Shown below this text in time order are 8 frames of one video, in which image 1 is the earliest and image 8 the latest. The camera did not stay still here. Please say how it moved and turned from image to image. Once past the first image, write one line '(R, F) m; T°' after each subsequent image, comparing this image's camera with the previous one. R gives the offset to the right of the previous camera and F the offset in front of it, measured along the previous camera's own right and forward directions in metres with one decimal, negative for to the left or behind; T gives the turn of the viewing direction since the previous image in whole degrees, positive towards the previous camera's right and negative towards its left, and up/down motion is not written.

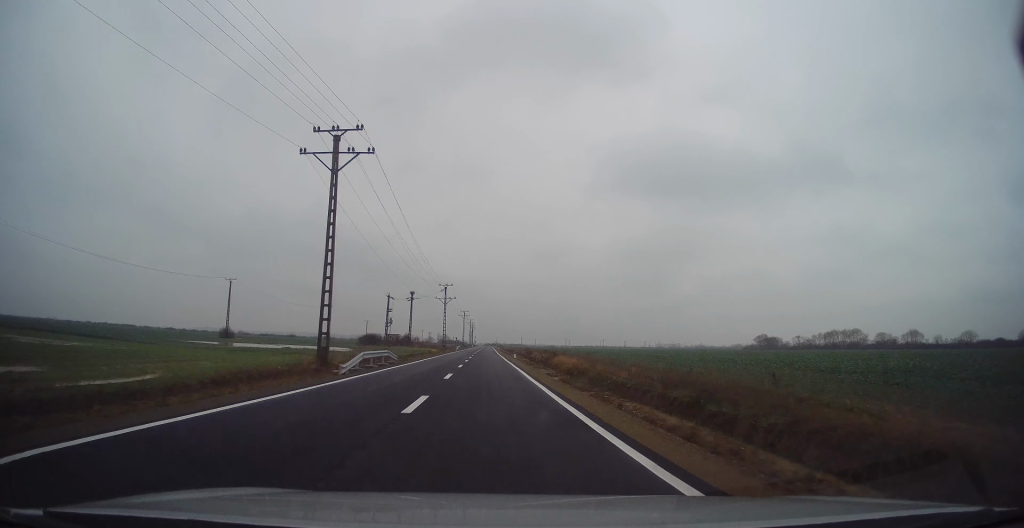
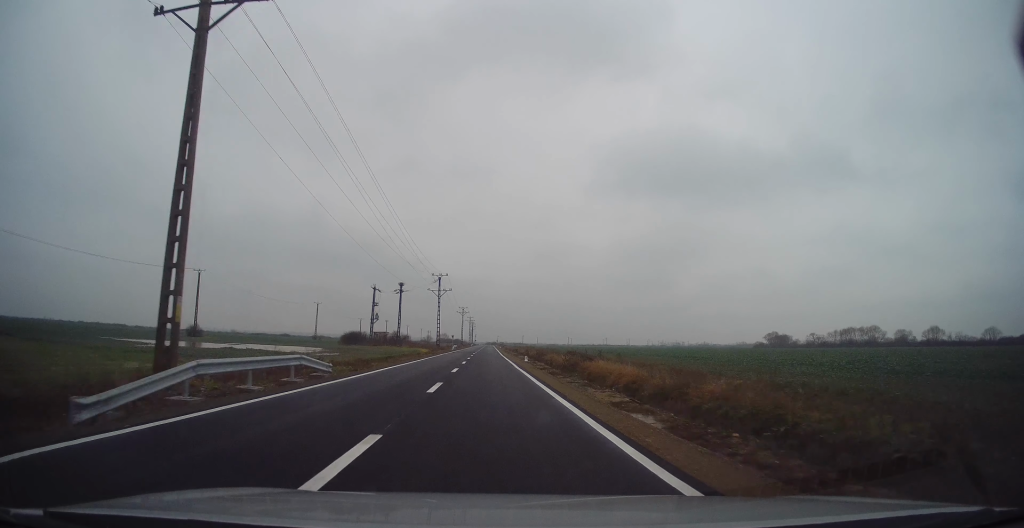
(-0.2, +14.5) m; 0°
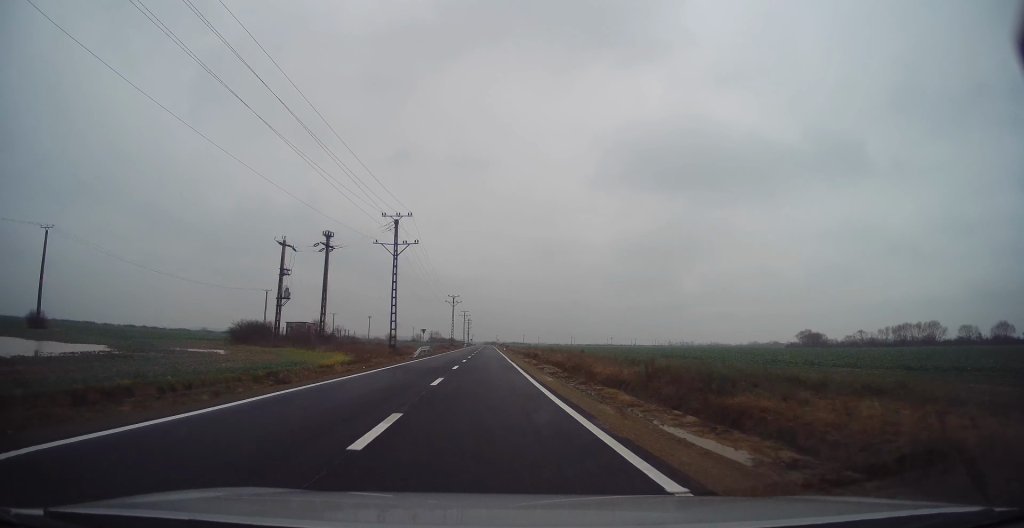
(+0.2, +42.5) m; +1°
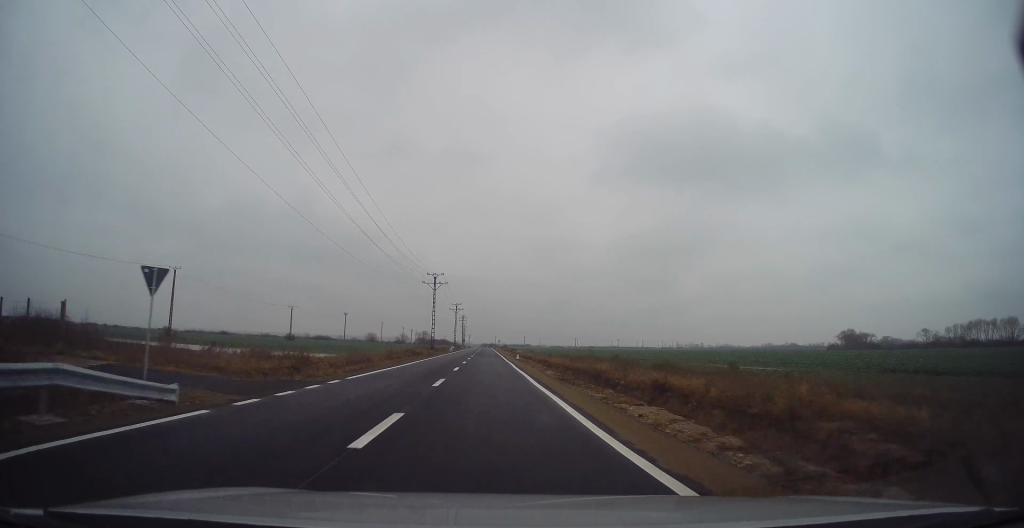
(0.0, +45.6) m; 0°
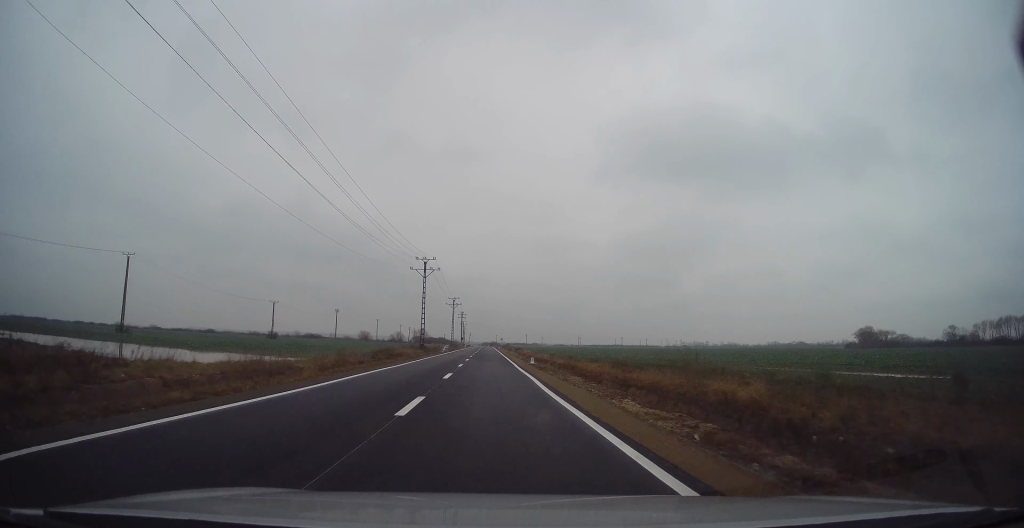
(0.0, +15.2) m; 0°
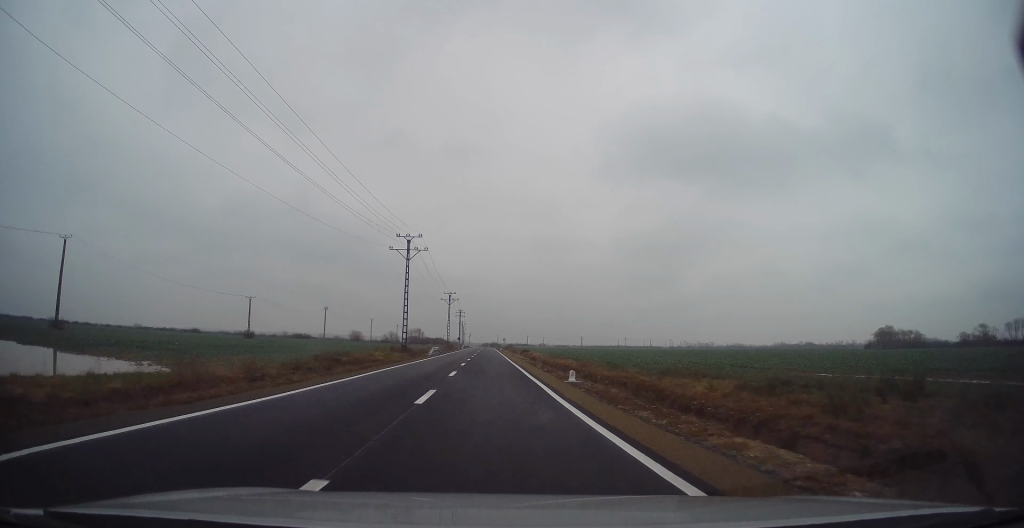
(0.0, +16.2) m; 0°
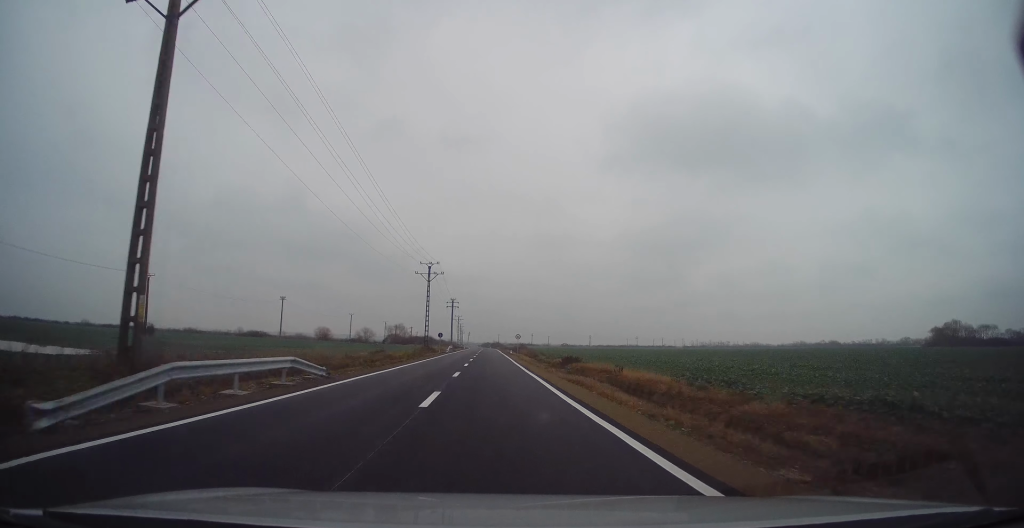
(0.0, +45.8) m; 0°
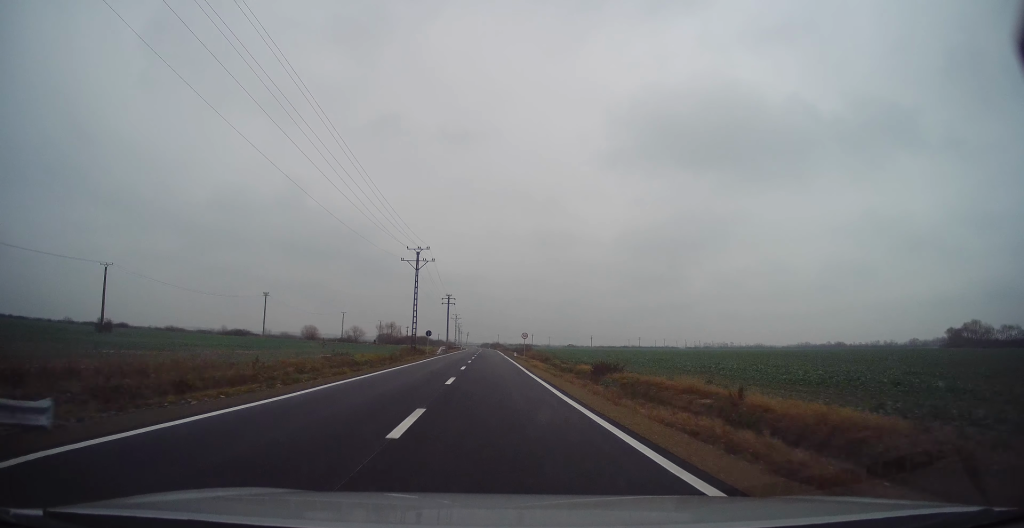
(0.0, +12.5) m; 0°
